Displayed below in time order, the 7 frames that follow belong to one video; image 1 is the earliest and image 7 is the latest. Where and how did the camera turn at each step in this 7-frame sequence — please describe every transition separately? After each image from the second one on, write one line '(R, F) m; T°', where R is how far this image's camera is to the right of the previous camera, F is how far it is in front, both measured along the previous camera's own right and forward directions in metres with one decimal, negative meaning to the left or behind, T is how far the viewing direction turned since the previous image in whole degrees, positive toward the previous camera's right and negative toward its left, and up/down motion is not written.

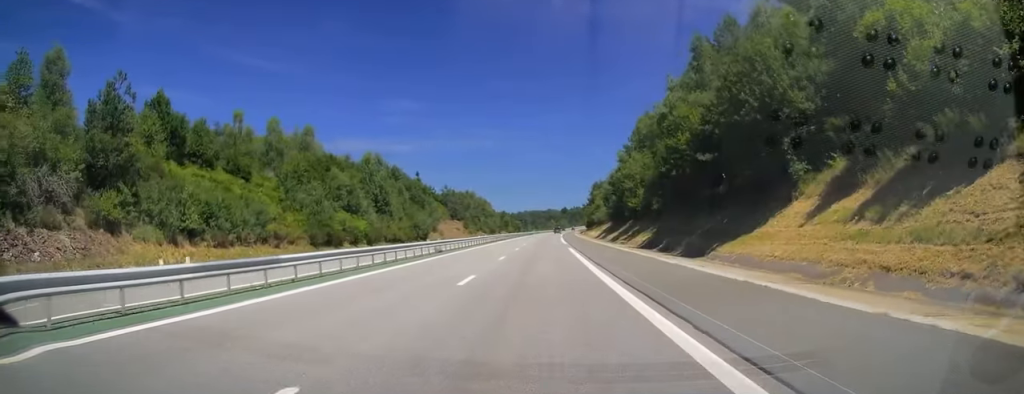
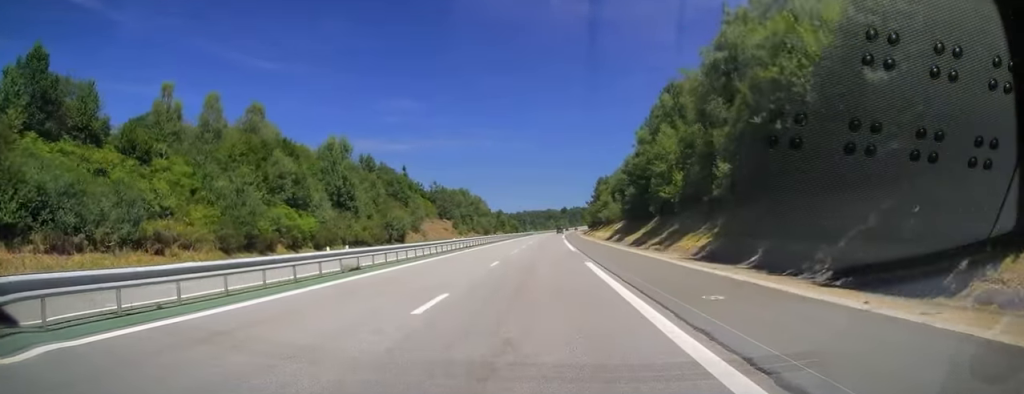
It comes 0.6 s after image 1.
(0.0, +18.1) m; 0°
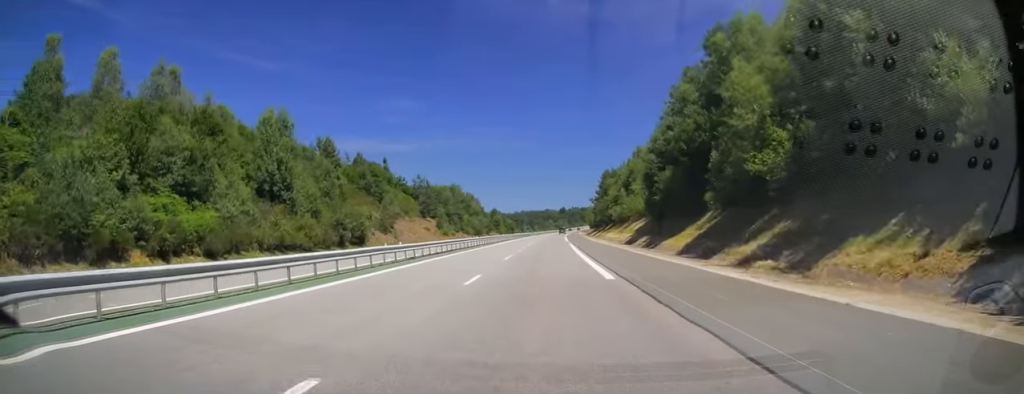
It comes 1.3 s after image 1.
(0.0, +20.6) m; 0°
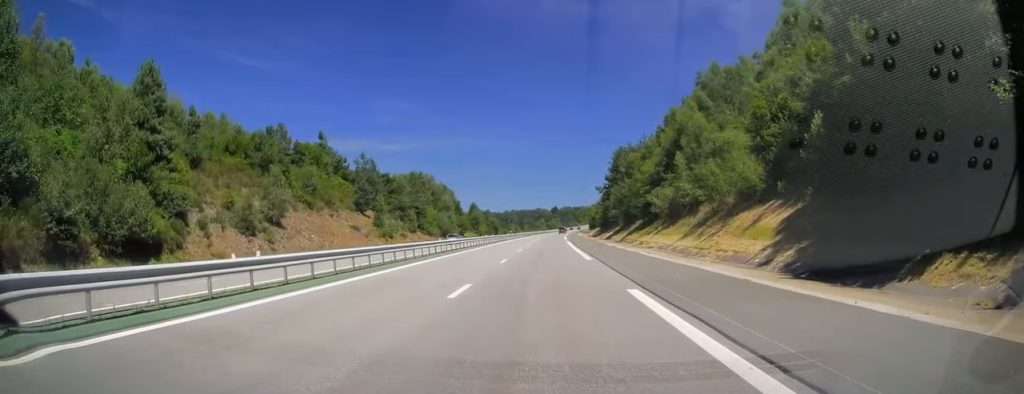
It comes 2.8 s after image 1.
(+0.1, +42.2) m; 0°
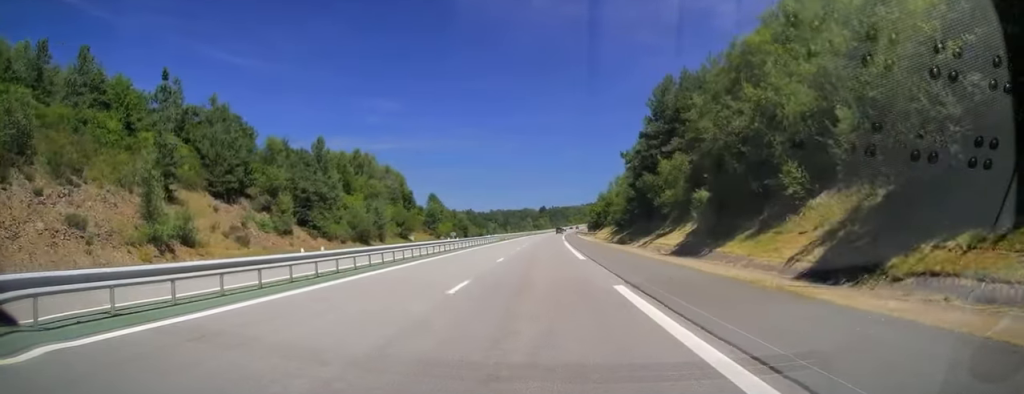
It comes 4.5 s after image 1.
(+0.7, +51.1) m; +2°
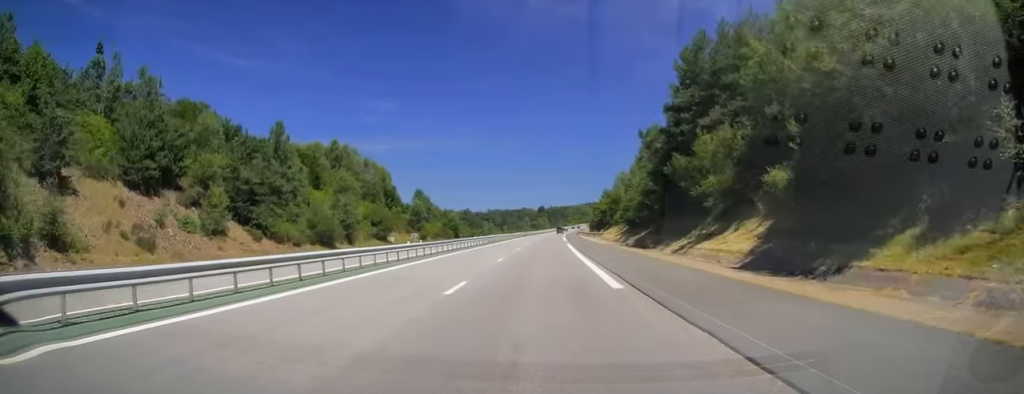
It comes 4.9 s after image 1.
(+0.1, +13.3) m; 0°
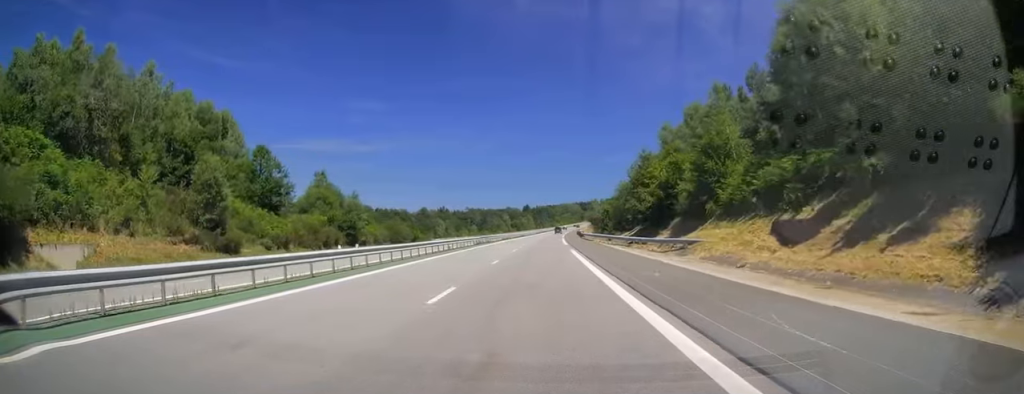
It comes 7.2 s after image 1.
(+0.8, +66.9) m; +1°
